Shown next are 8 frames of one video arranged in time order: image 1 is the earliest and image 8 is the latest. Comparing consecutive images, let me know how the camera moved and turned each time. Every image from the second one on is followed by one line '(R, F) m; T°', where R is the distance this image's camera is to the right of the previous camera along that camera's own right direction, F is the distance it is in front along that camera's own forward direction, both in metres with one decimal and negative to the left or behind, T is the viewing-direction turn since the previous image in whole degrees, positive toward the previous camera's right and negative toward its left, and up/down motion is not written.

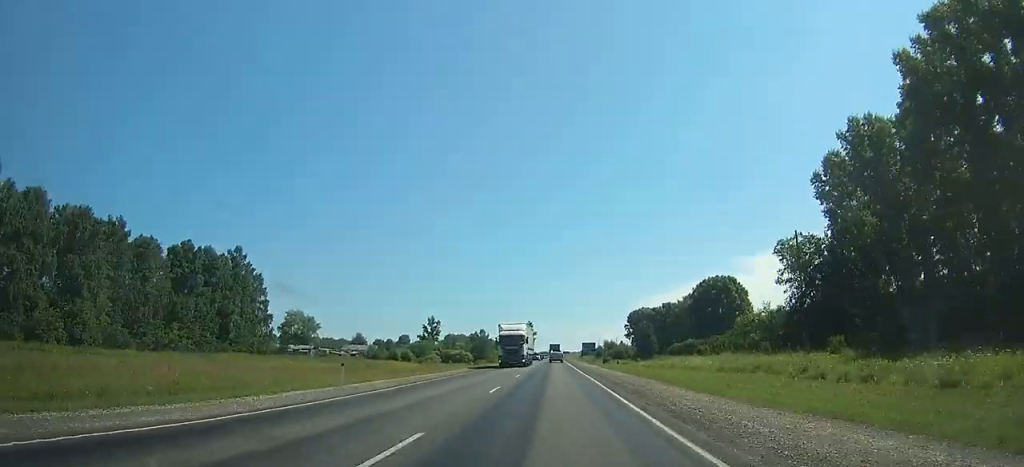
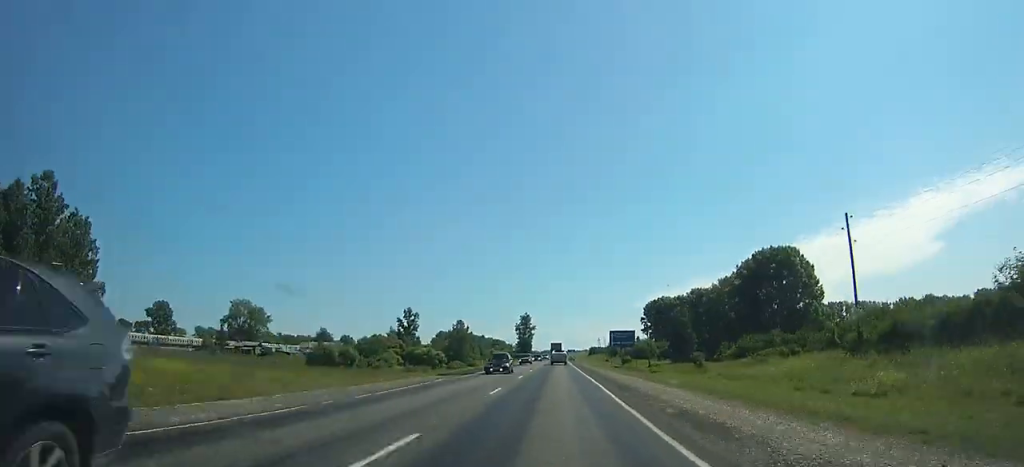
(0.0, +59.7) m; 0°
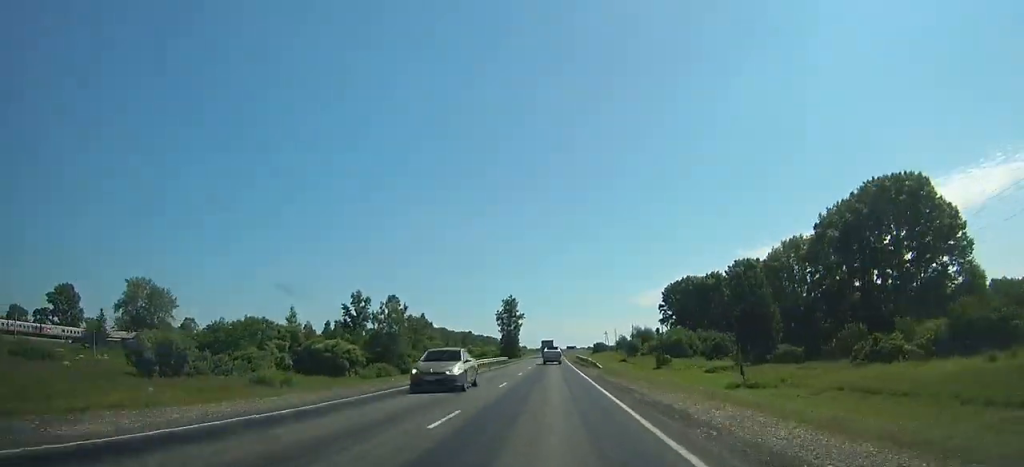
(-0.3, +68.3) m; 0°
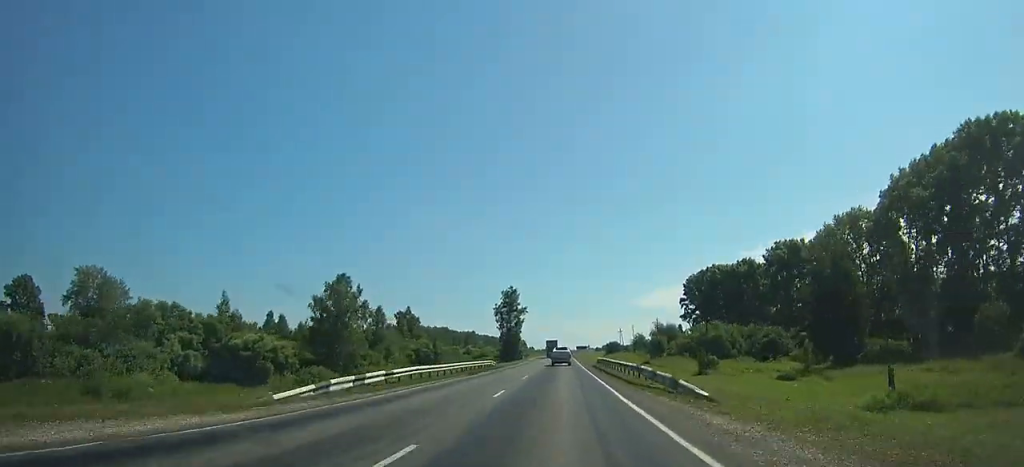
(-0.1, +28.4) m; 0°
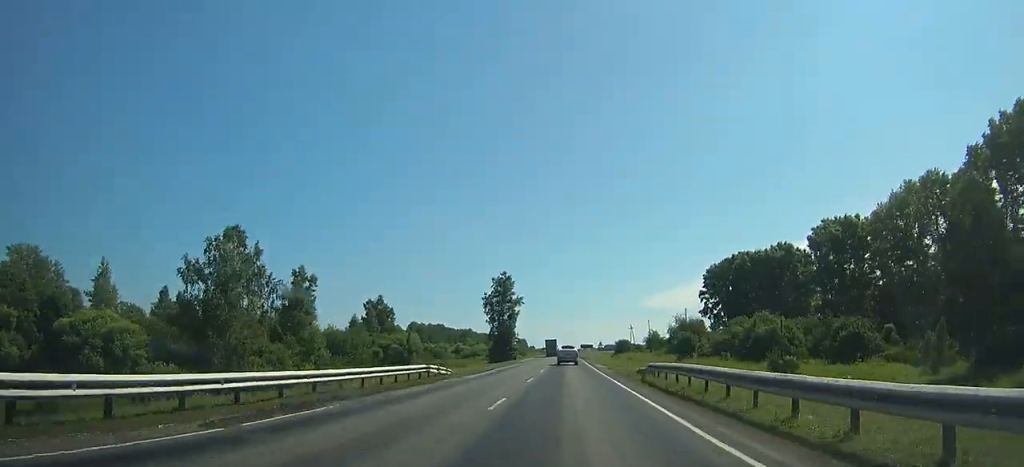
(-0.2, +28.4) m; 0°
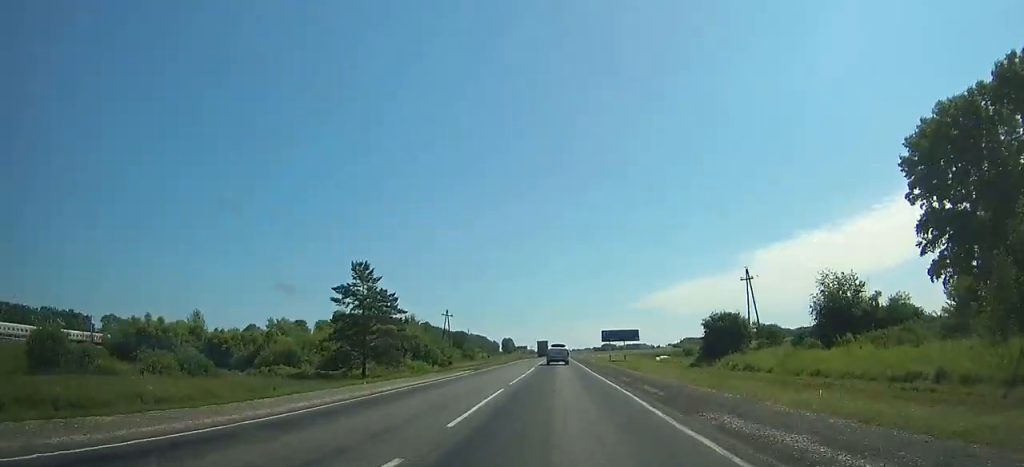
(+0.7, +130.2) m; 0°
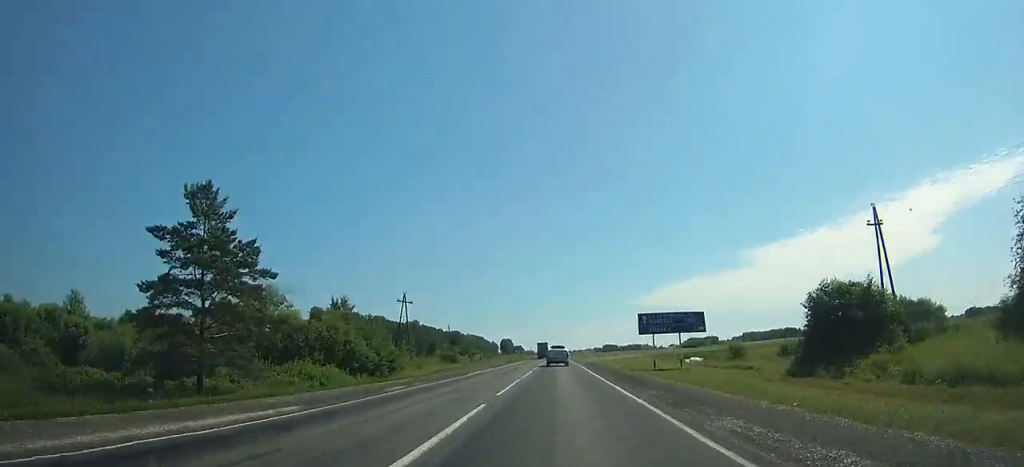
(0.0, +28.8) m; 0°
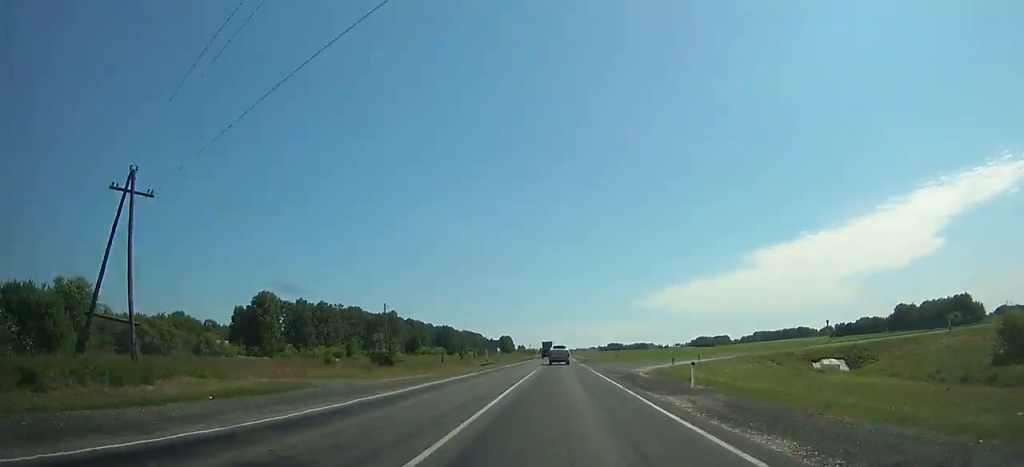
(0.0, +51.5) m; 0°
